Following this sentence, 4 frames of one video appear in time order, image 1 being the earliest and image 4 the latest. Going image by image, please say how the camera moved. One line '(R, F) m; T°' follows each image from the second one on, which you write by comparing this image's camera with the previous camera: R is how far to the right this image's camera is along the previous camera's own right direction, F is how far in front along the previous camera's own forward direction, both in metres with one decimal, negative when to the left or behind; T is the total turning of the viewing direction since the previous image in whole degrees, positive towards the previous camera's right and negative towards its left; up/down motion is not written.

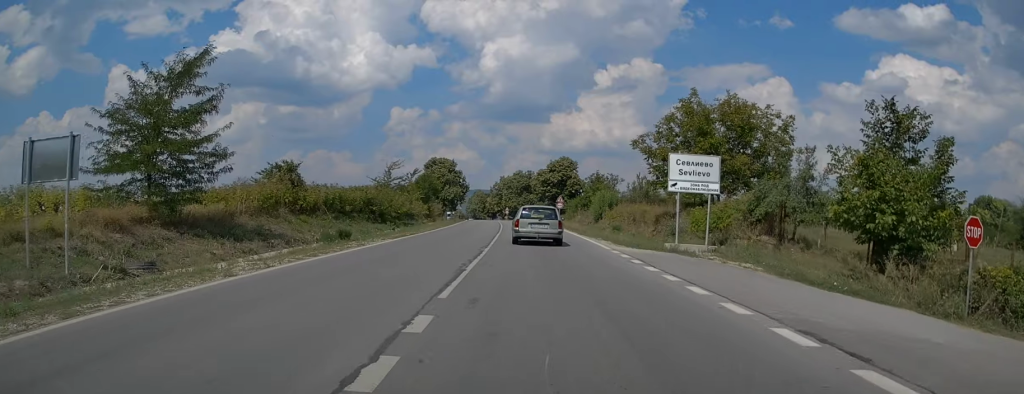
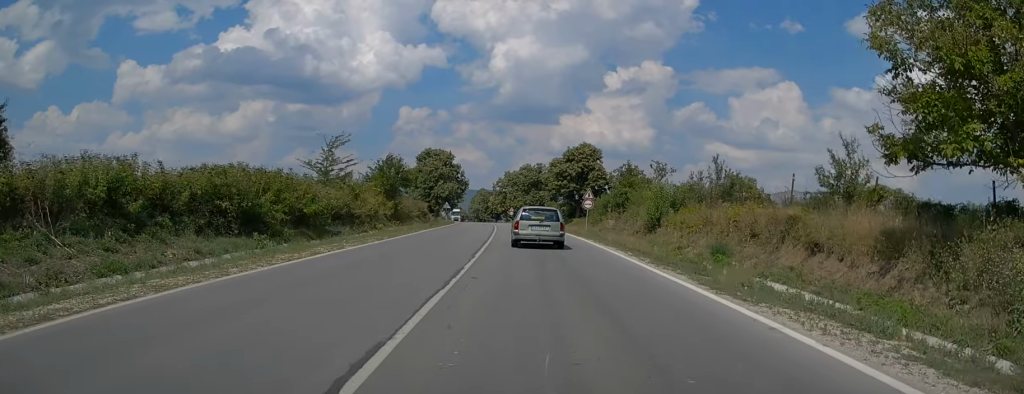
(-0.2, +24.2) m; -1°
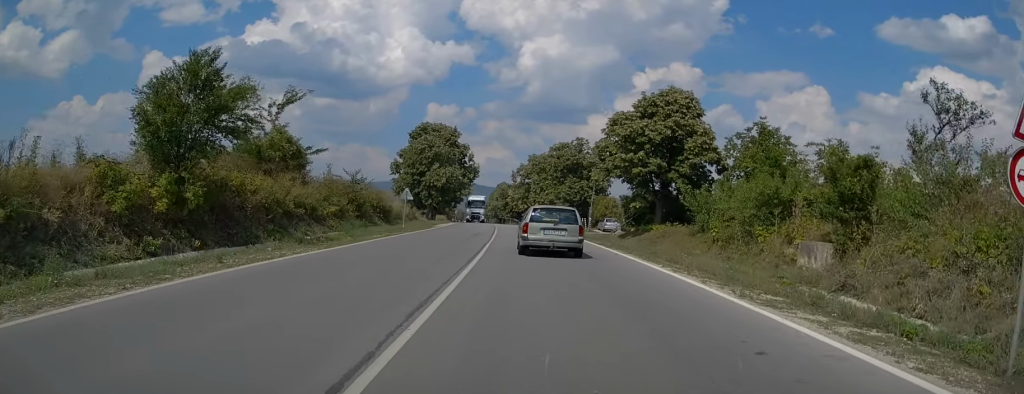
(-0.4, +37.9) m; -2°
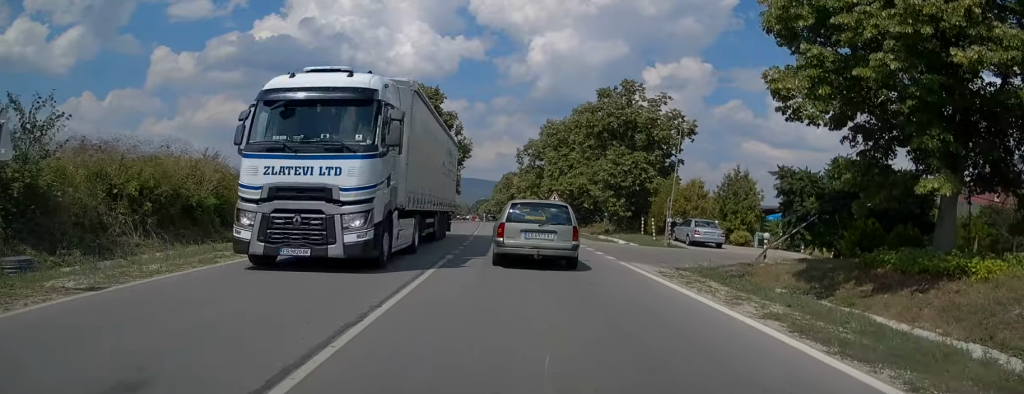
(-0.1, +31.4) m; -1°
